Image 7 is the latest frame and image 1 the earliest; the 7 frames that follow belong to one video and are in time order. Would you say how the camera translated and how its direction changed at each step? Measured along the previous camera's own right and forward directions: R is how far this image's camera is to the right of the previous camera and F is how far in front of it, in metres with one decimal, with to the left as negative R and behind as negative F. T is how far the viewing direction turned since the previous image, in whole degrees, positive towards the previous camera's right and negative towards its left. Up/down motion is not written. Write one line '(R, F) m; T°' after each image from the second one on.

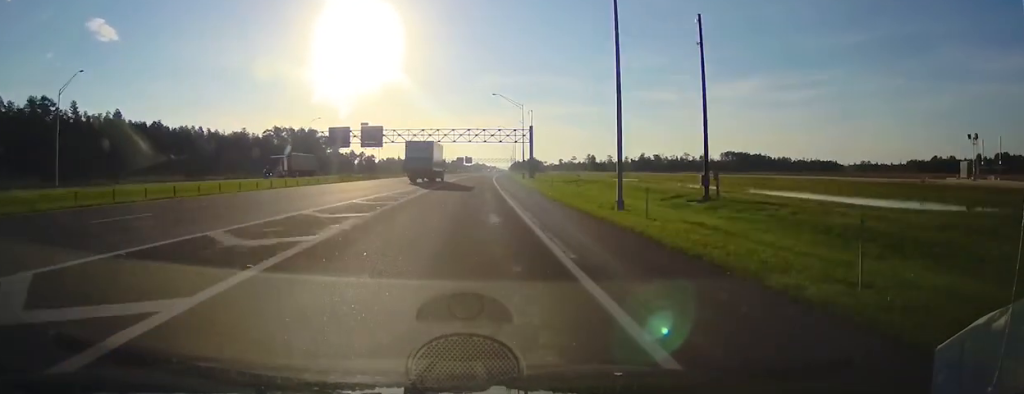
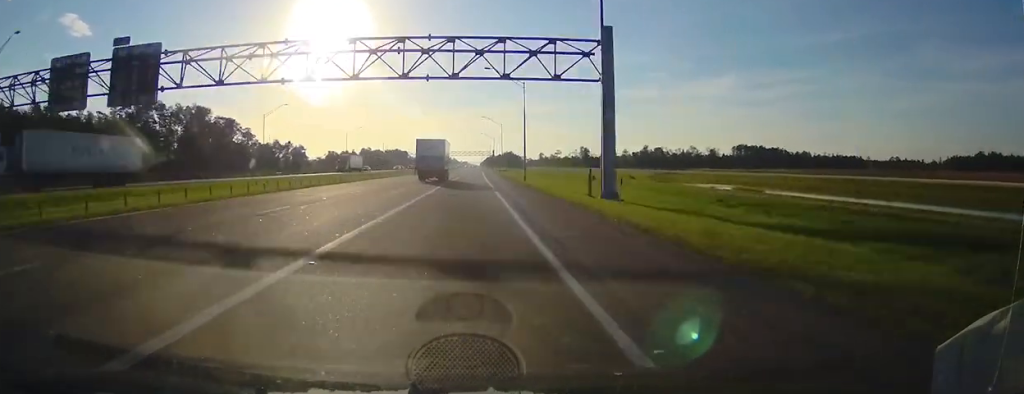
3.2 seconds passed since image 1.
(+1.7, +93.7) m; +1°
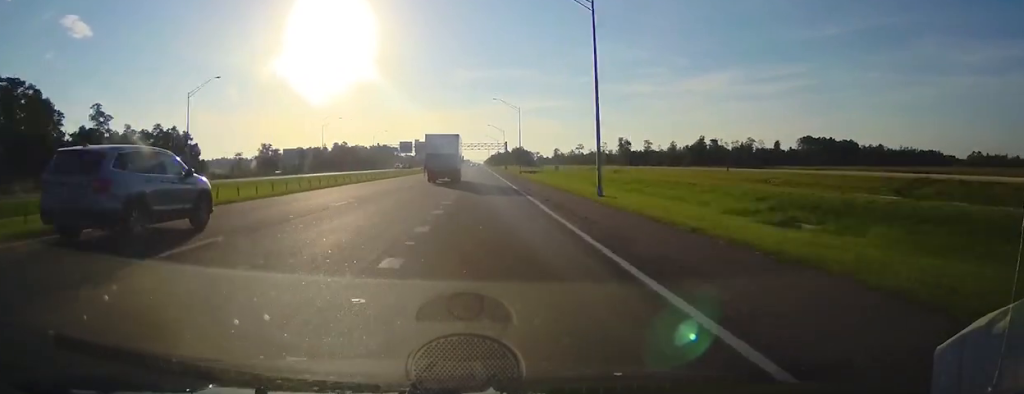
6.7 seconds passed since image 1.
(-0.2, +106.1) m; -1°
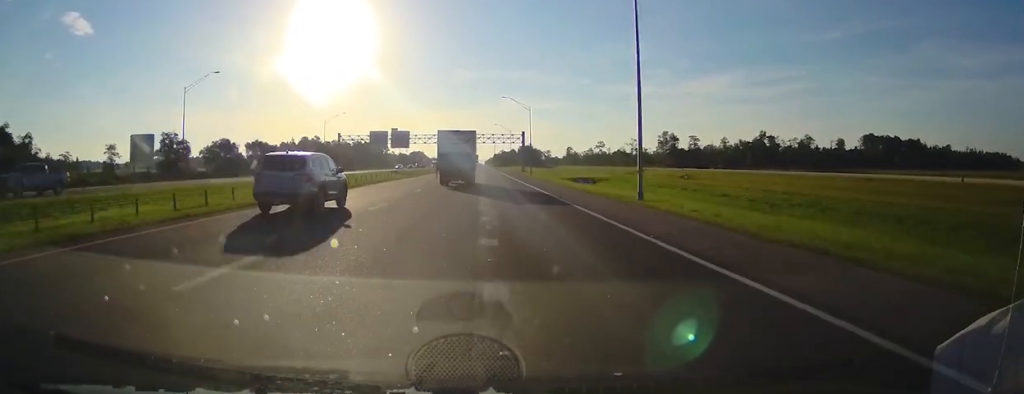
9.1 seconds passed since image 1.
(-0.6, +77.9) m; 0°
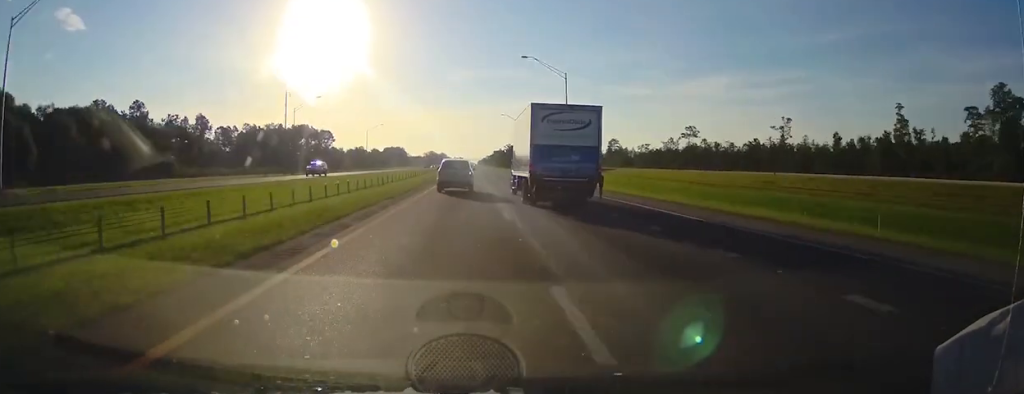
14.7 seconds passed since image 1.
(+2.3, +177.6) m; +1°
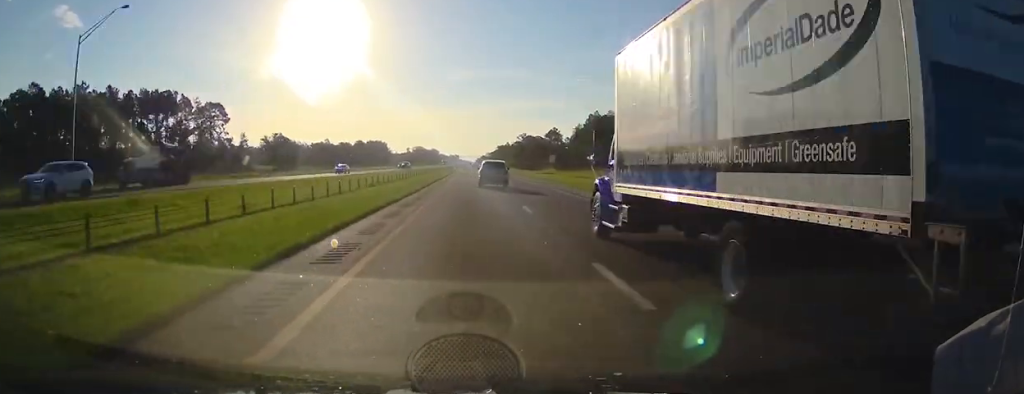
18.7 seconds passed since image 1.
(+0.1, +133.3) m; 0°
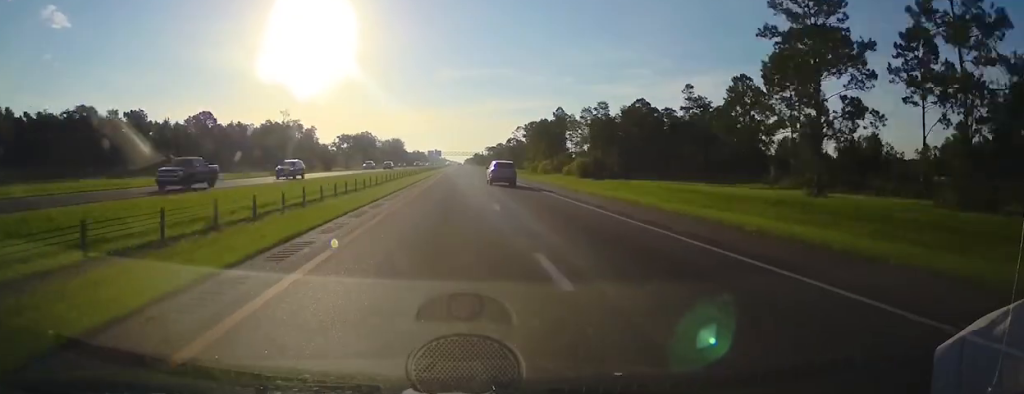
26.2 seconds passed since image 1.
(+2.8, +257.7) m; 0°
